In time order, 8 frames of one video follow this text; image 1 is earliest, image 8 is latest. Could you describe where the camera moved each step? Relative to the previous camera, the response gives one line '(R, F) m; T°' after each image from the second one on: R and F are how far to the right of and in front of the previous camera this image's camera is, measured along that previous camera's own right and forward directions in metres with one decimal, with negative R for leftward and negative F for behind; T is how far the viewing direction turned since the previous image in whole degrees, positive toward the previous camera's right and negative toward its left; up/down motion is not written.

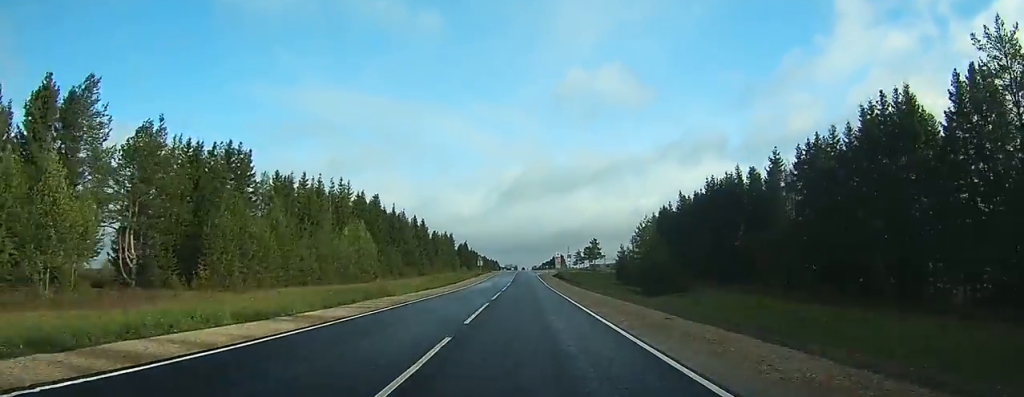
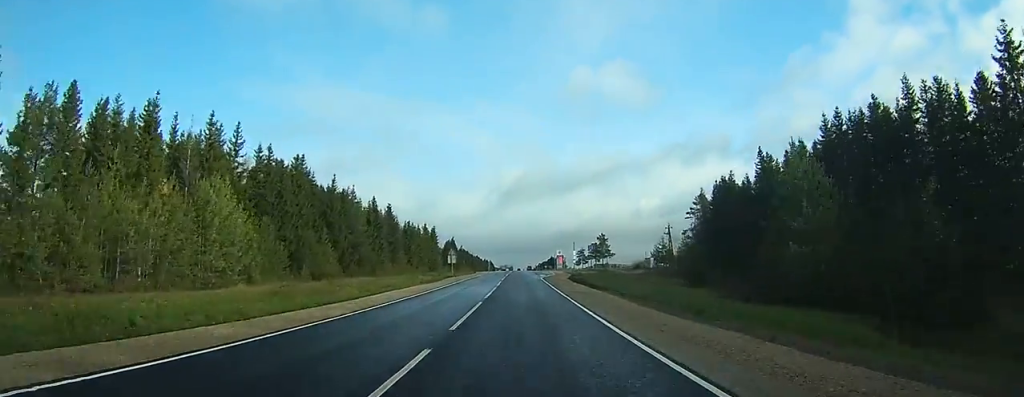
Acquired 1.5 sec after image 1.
(0.0, +37.9) m; 0°
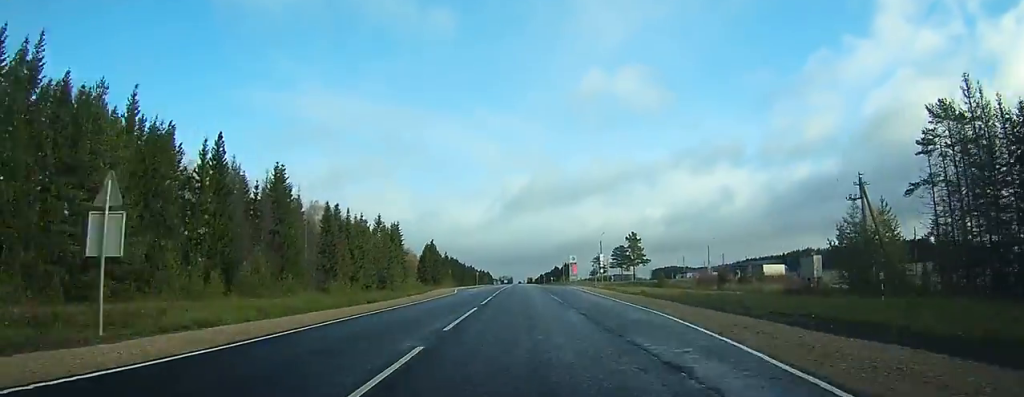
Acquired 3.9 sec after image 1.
(+0.4, +59.2) m; 0°
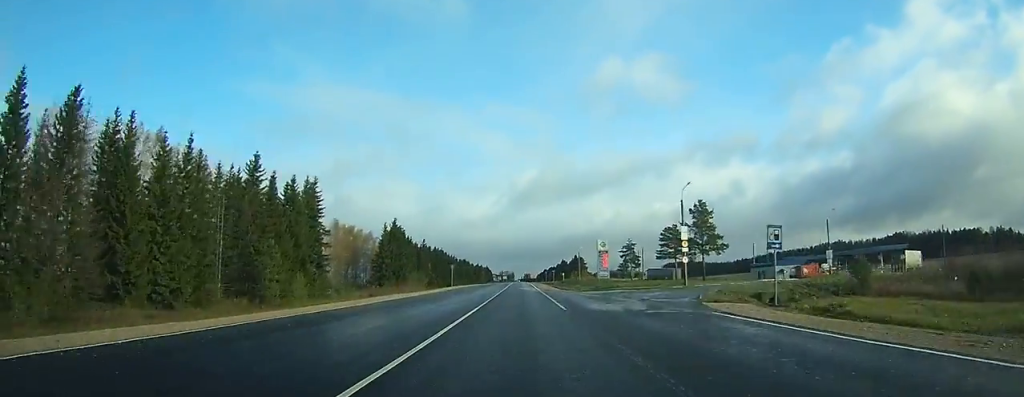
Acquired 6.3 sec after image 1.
(-0.2, +59.2) m; 0°
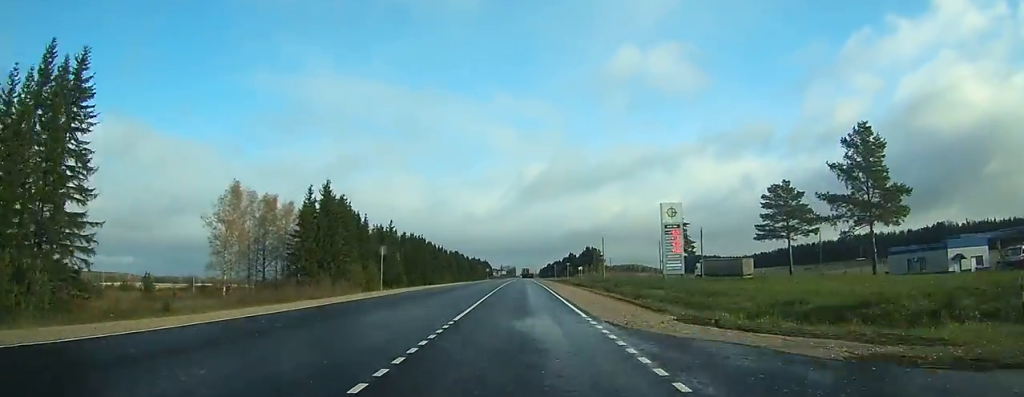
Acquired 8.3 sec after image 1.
(-0.2, +49.2) m; 0°
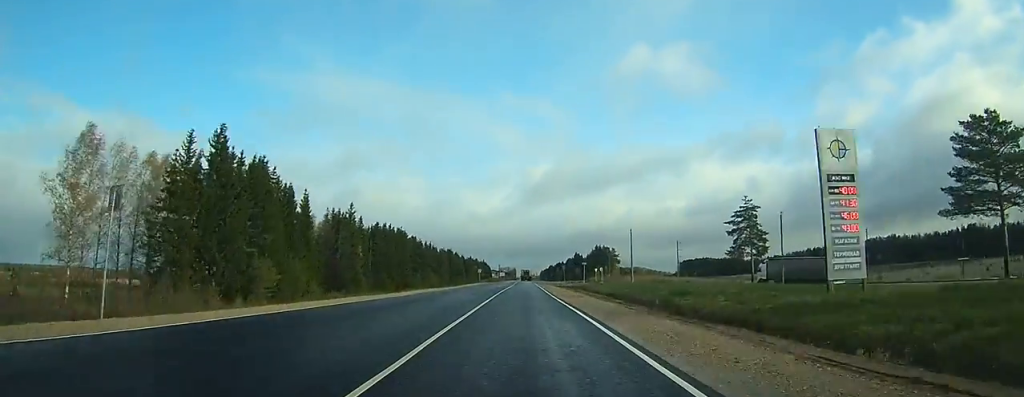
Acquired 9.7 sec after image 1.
(0.0, +32.7) m; 0°
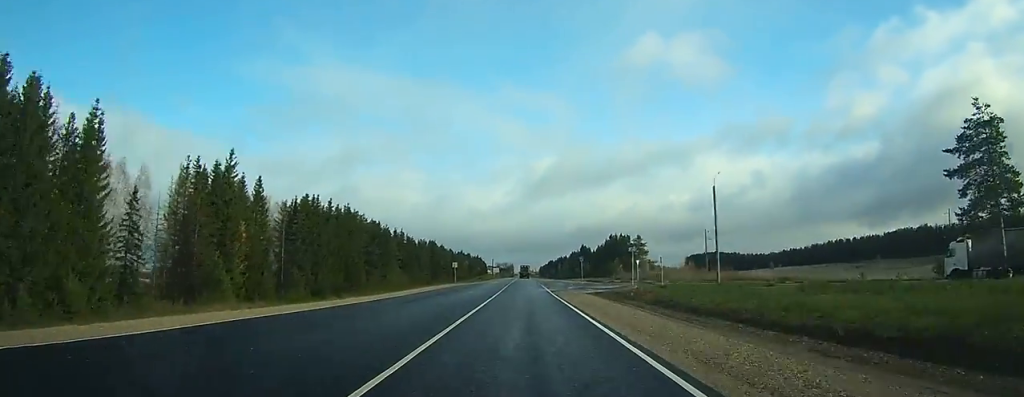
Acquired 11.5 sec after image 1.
(+0.2, +43.8) m; 0°
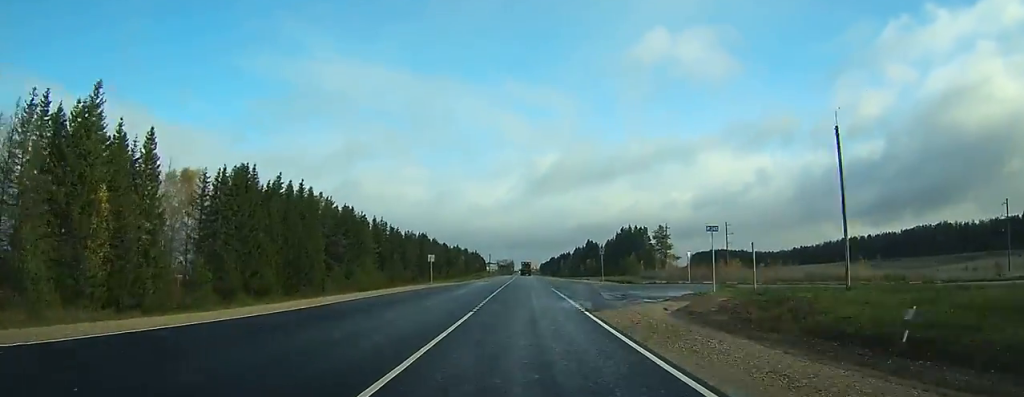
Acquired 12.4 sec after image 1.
(0.0, +22.4) m; 0°
